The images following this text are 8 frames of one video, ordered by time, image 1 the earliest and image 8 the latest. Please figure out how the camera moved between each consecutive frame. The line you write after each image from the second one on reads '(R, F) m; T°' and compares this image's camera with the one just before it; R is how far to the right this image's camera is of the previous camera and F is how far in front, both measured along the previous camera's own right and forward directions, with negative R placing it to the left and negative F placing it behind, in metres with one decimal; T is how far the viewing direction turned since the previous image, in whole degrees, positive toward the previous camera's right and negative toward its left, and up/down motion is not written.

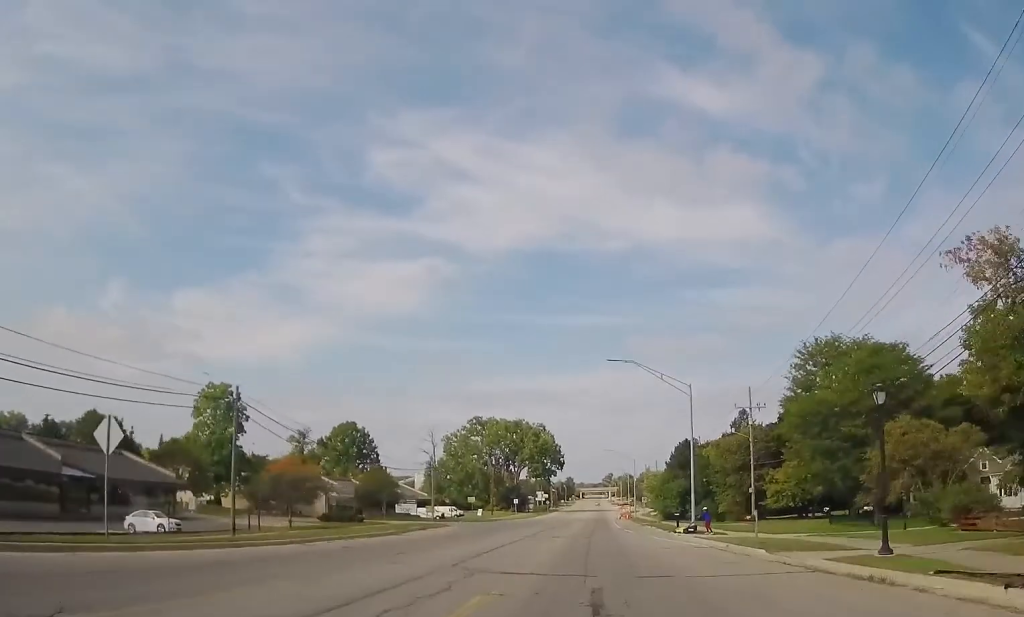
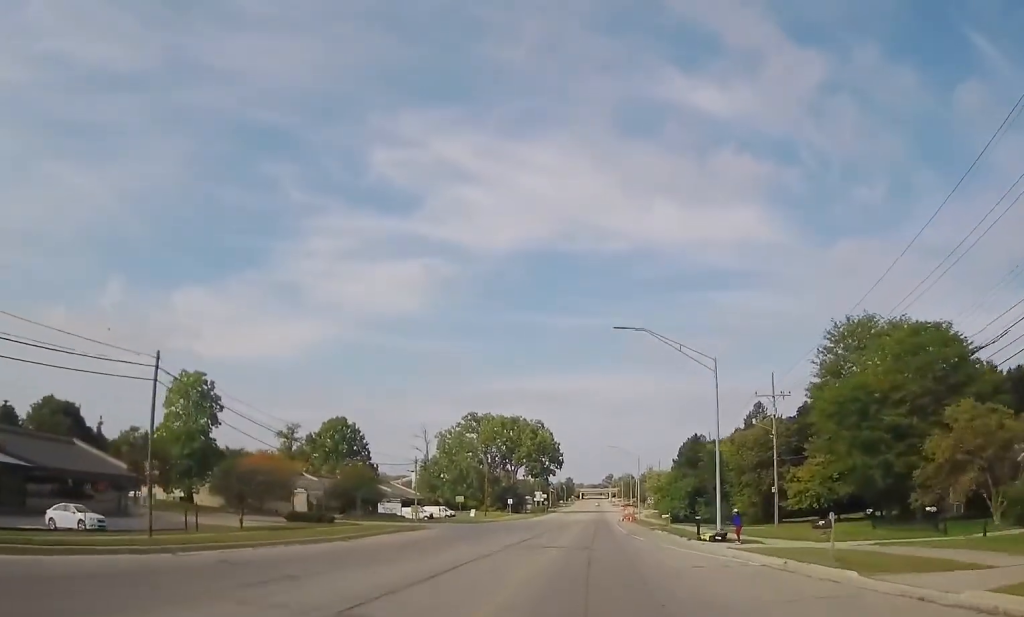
(0.0, +8.5) m; +1°
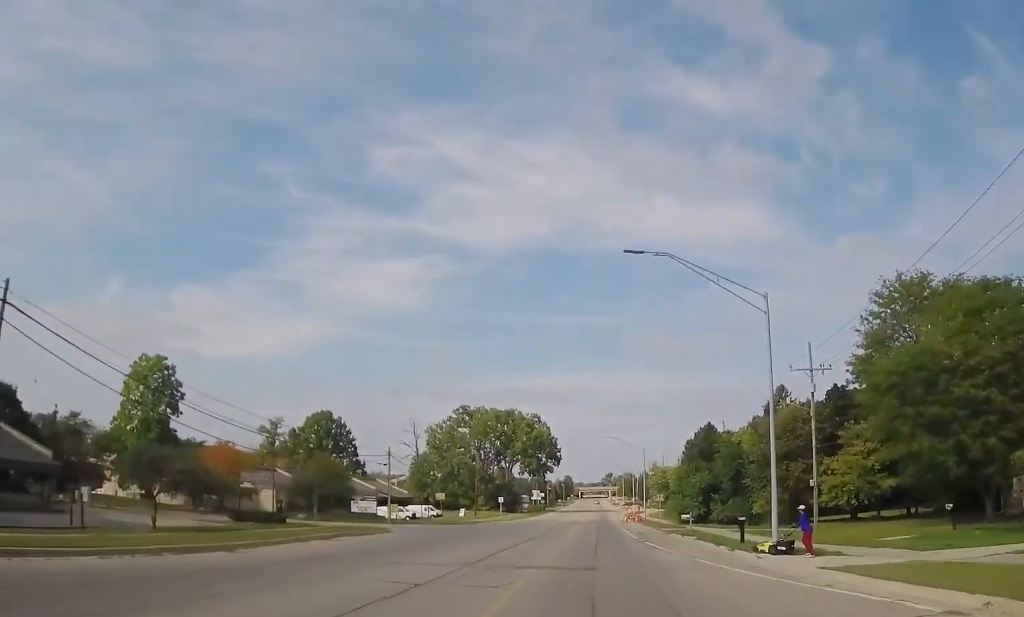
(+0.2, +10.7) m; +1°
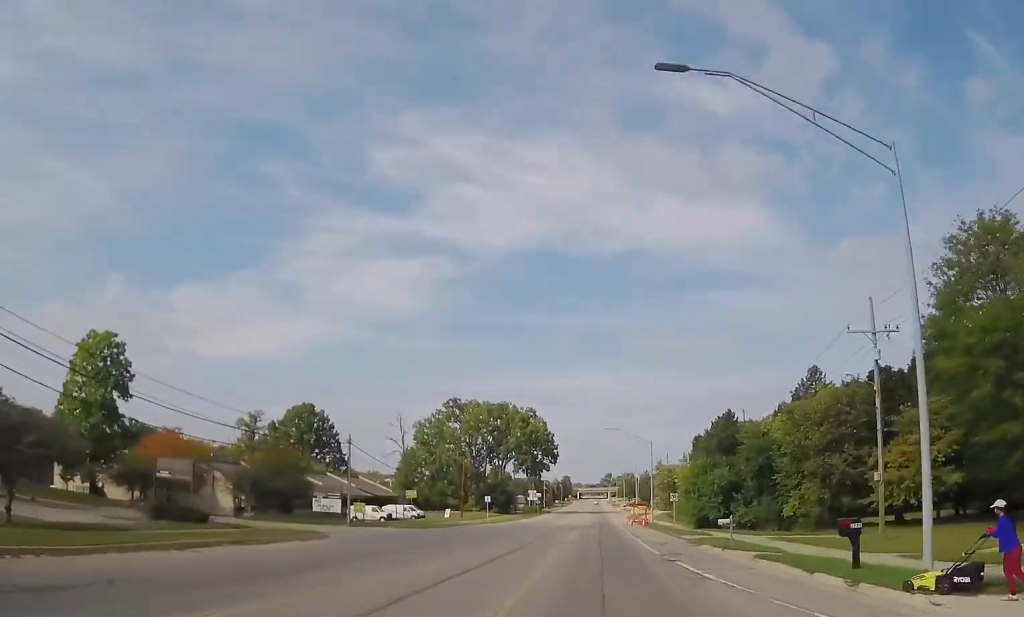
(+0.1, +11.7) m; 0°
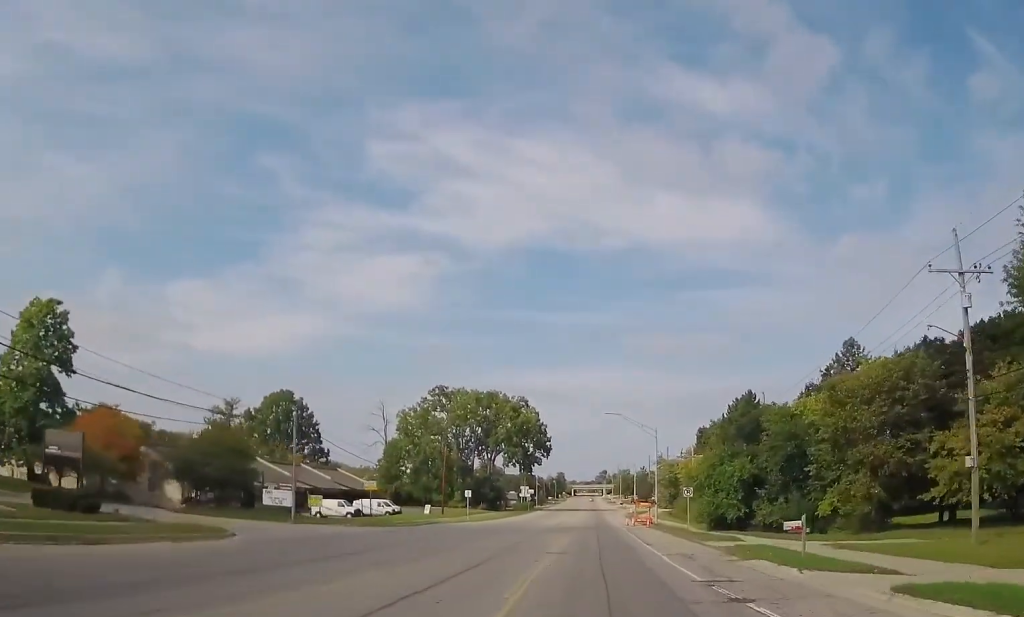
(0.0, +10.4) m; 0°
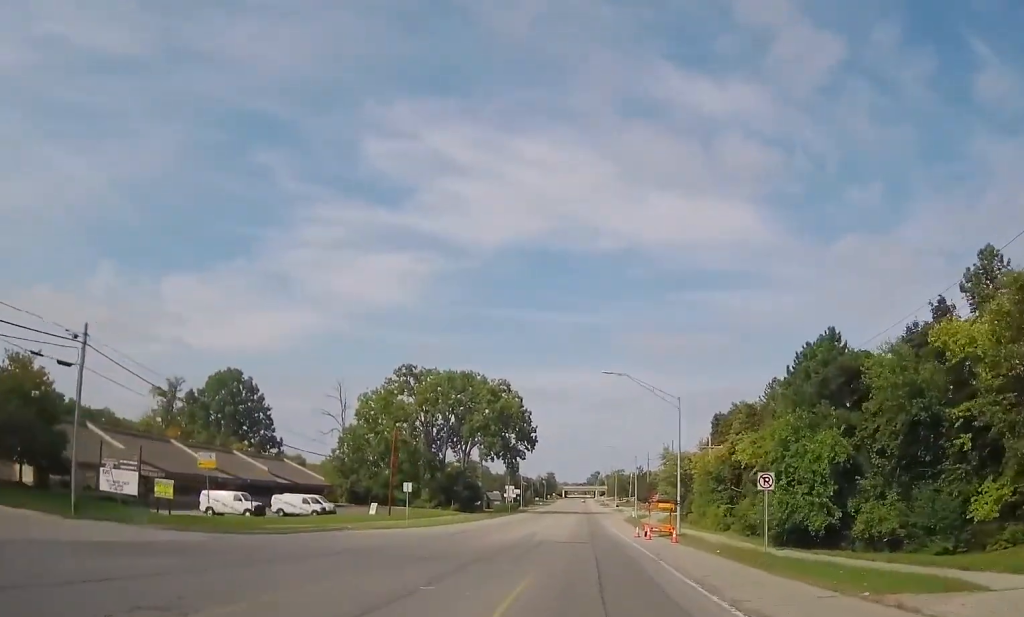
(-0.1, +22.0) m; 0°
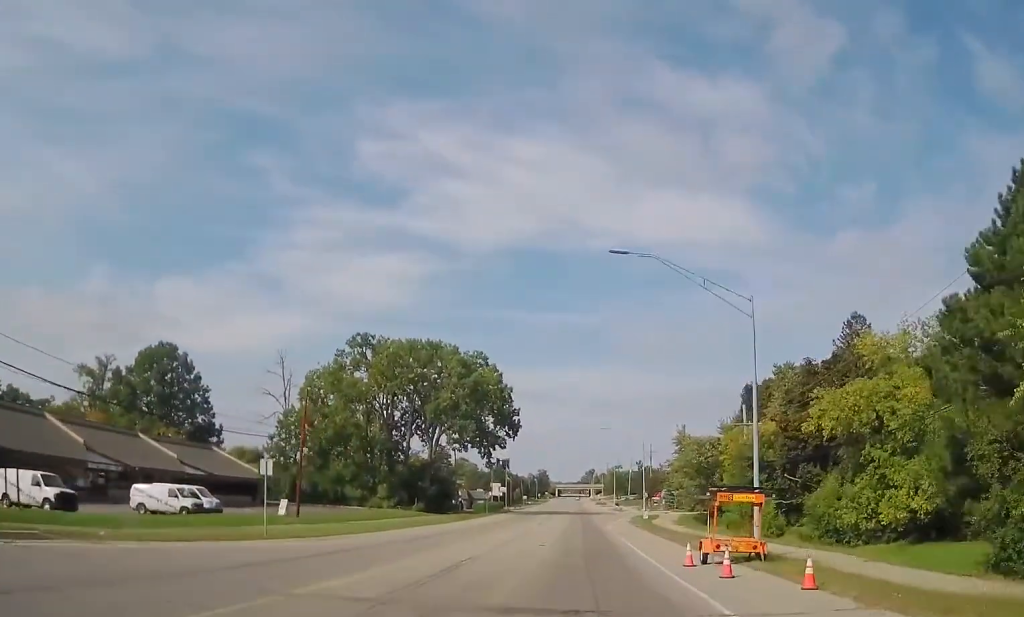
(0.0, +22.8) m; 0°
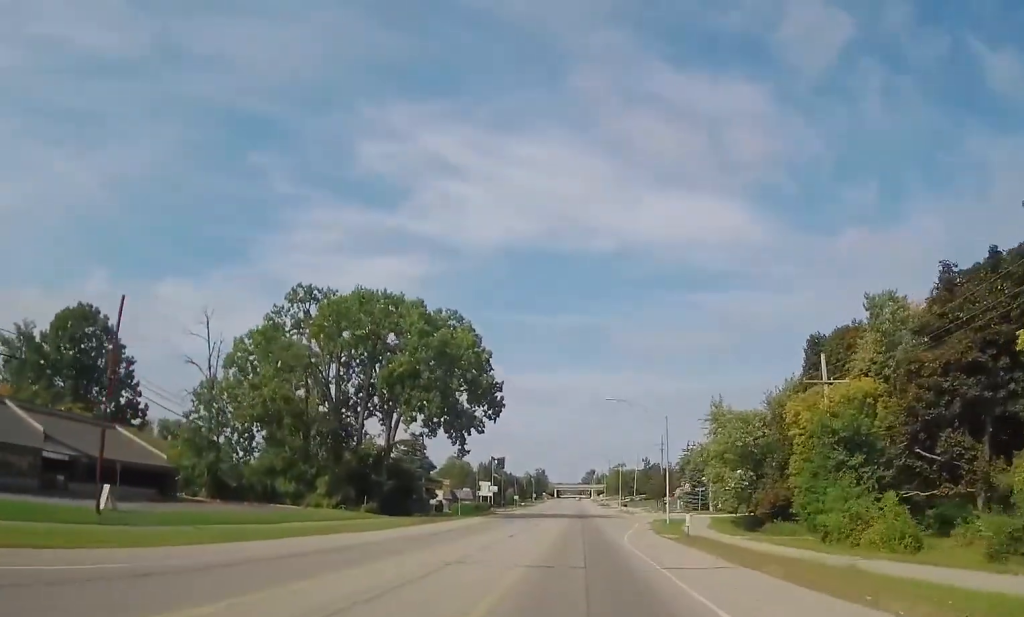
(0.0, +22.9) m; 0°
